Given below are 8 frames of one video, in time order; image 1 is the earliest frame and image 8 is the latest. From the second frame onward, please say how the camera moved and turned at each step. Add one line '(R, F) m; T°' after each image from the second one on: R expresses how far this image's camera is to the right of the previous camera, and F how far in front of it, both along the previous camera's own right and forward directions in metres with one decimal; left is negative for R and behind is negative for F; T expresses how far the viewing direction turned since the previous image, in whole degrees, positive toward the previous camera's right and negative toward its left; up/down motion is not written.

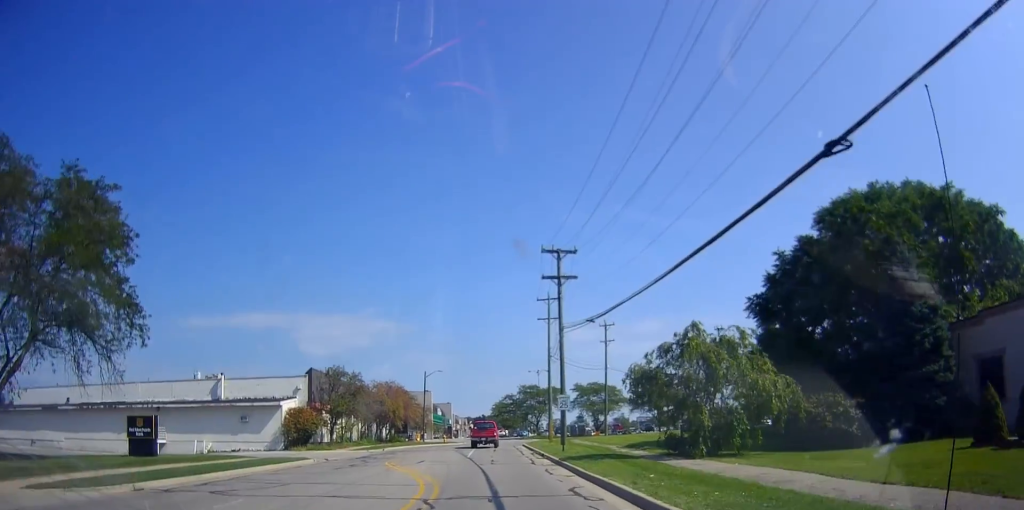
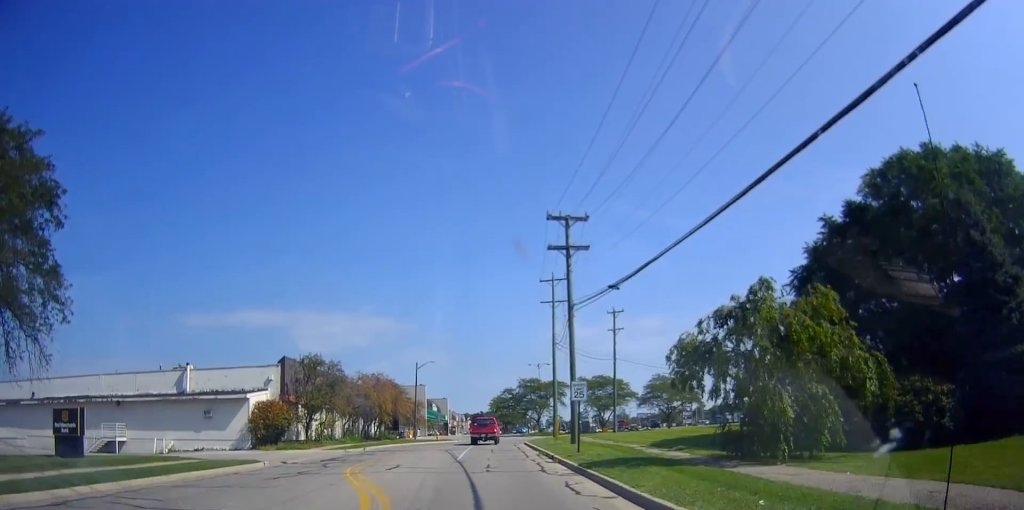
(+0.3, +6.3) m; -1°
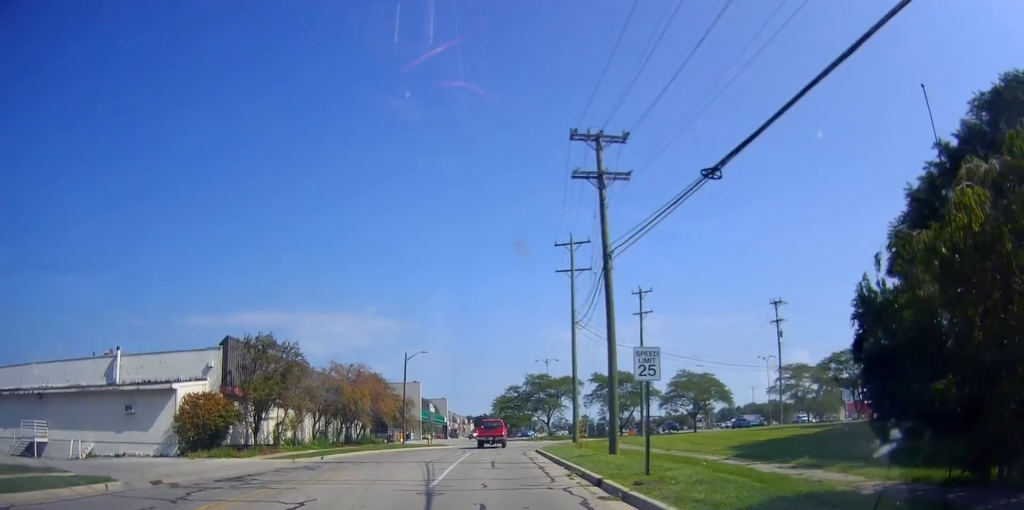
(-0.4, +10.8) m; -4°
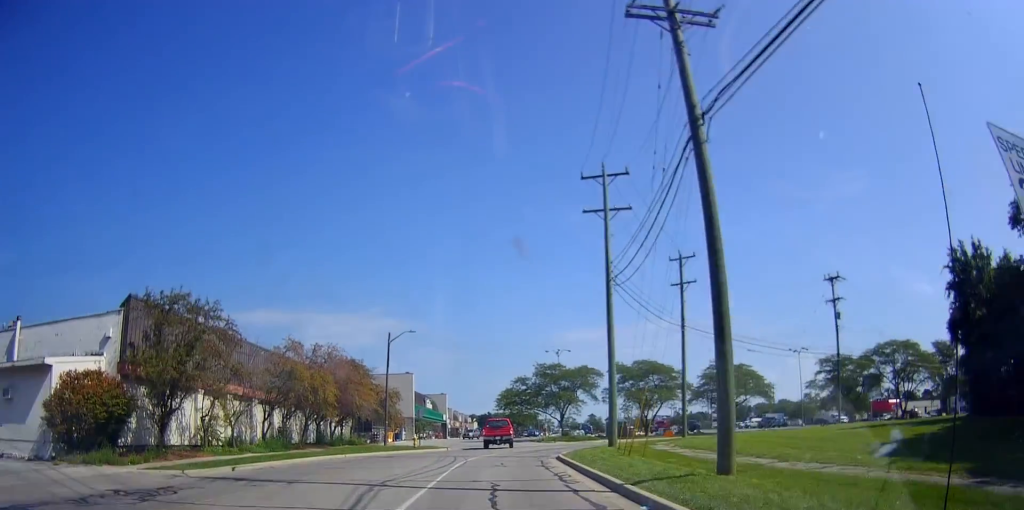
(-0.4, +11.4) m; +1°
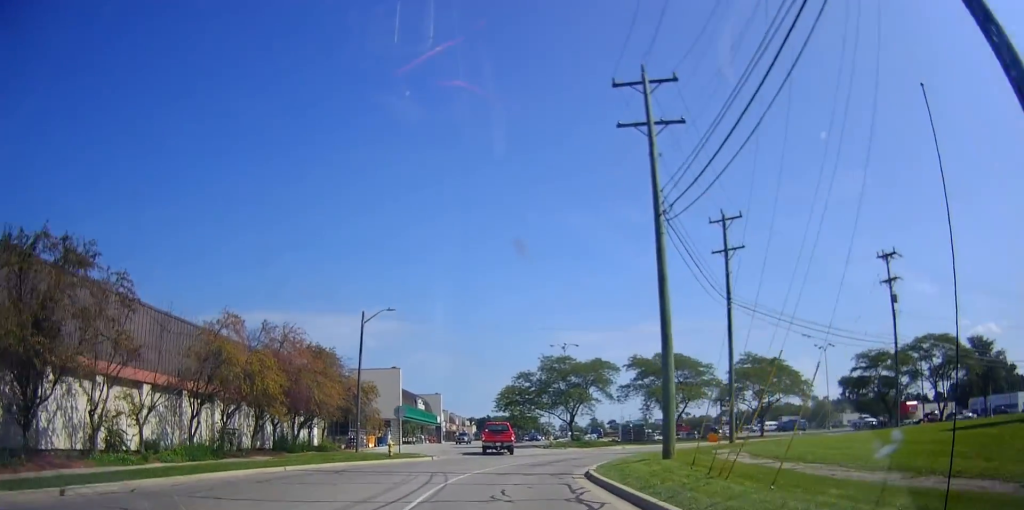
(+0.5, +9.4) m; +2°
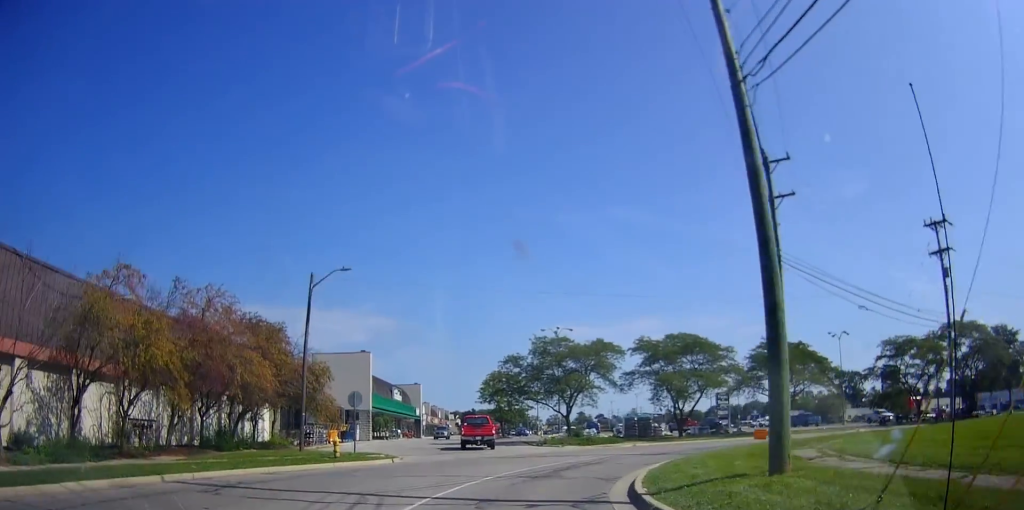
(0.0, +8.4) m; +1°
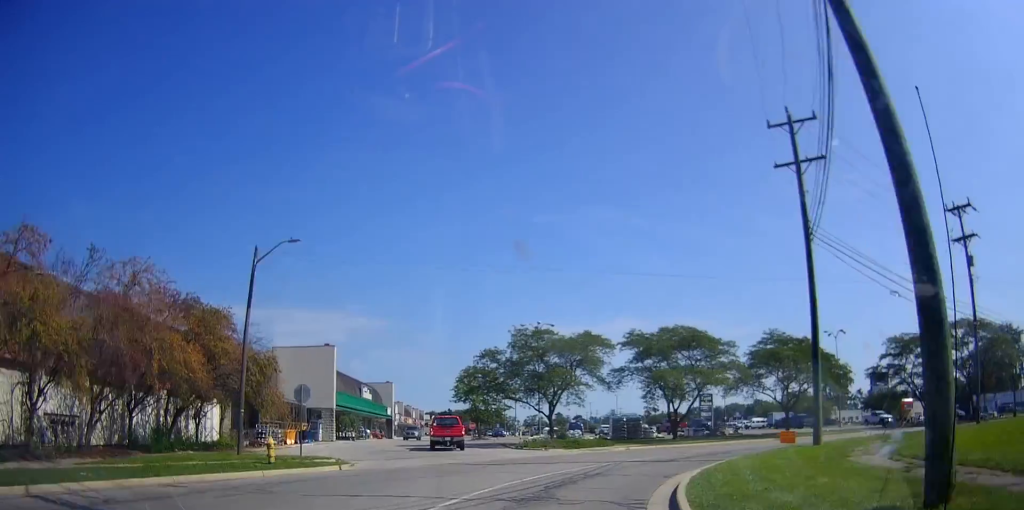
(-0.3, +5.3) m; +1°
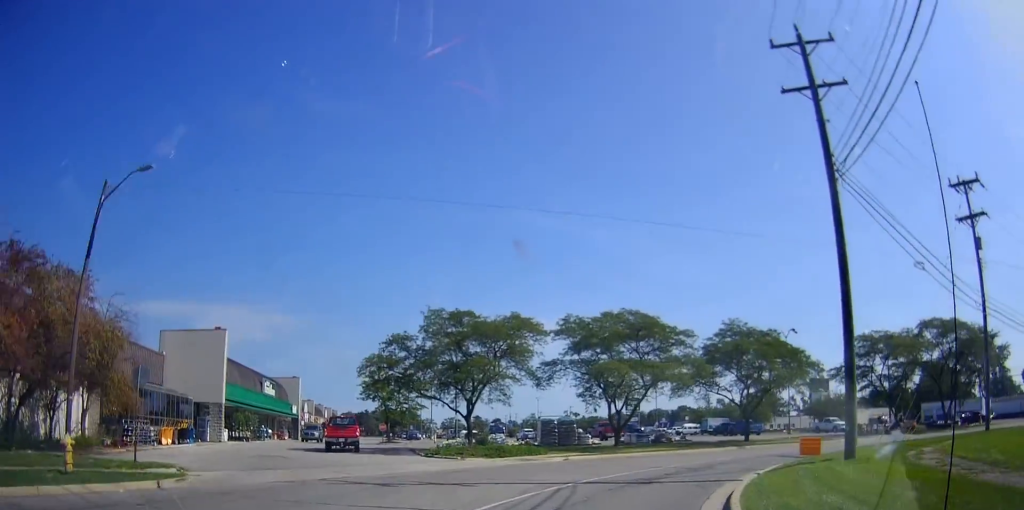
(+0.6, +7.7) m; +12°
